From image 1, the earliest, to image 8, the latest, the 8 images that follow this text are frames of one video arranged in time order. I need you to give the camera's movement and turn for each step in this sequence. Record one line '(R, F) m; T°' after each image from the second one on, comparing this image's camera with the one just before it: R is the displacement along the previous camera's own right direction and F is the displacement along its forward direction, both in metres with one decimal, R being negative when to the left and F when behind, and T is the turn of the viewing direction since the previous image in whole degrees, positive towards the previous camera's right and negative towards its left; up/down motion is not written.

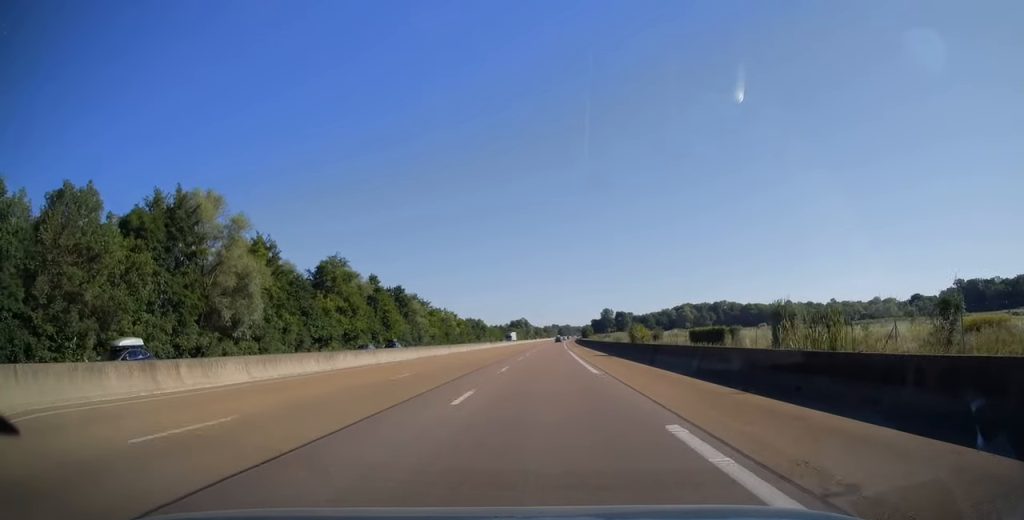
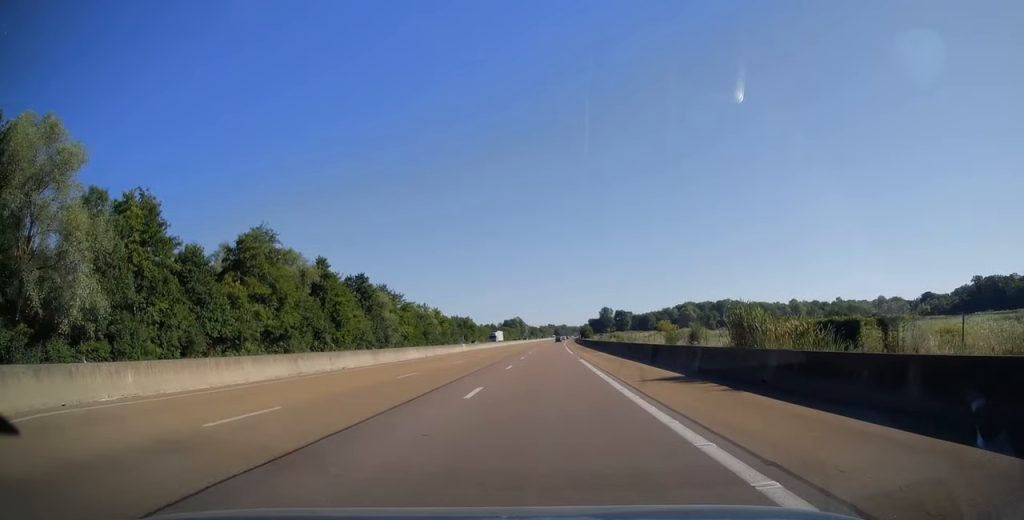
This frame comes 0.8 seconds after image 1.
(+0.1, +24.8) m; 0°
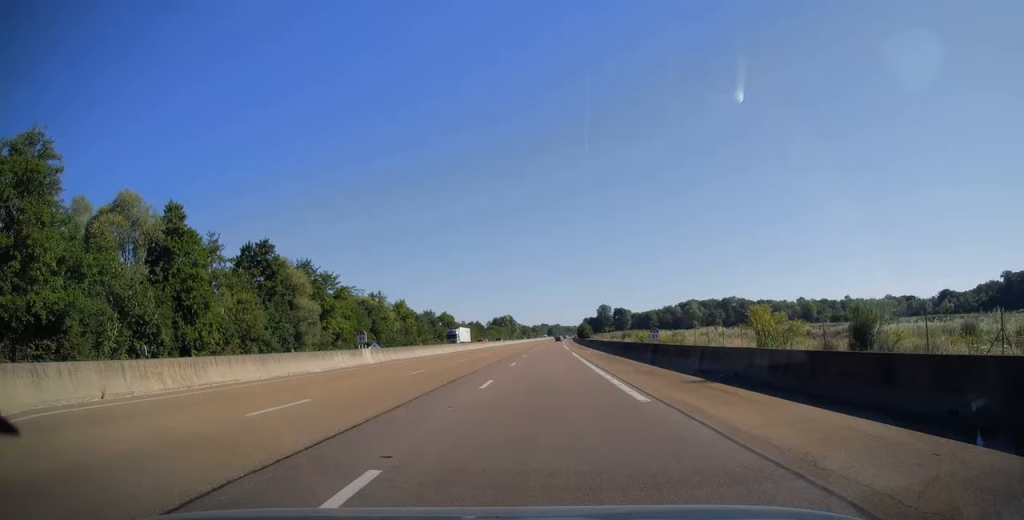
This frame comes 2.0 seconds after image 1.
(+0.3, +37.0) m; +1°
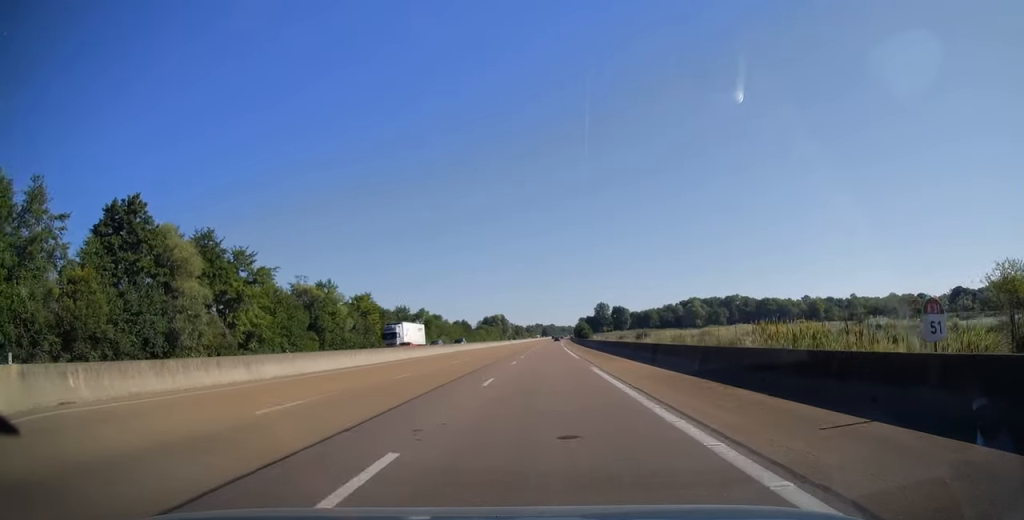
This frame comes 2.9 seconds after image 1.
(0.0, +25.4) m; 0°
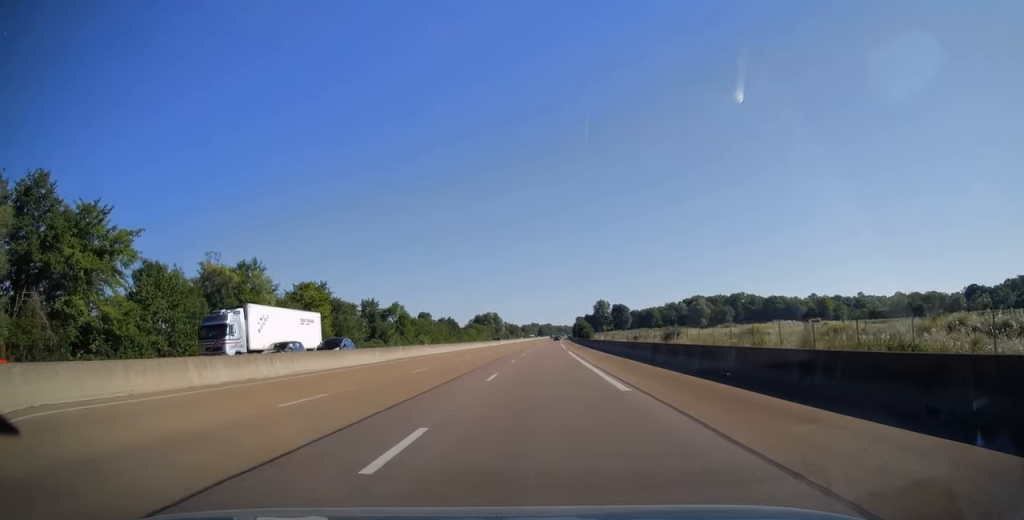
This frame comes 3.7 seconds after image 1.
(+0.1, +24.4) m; 0°
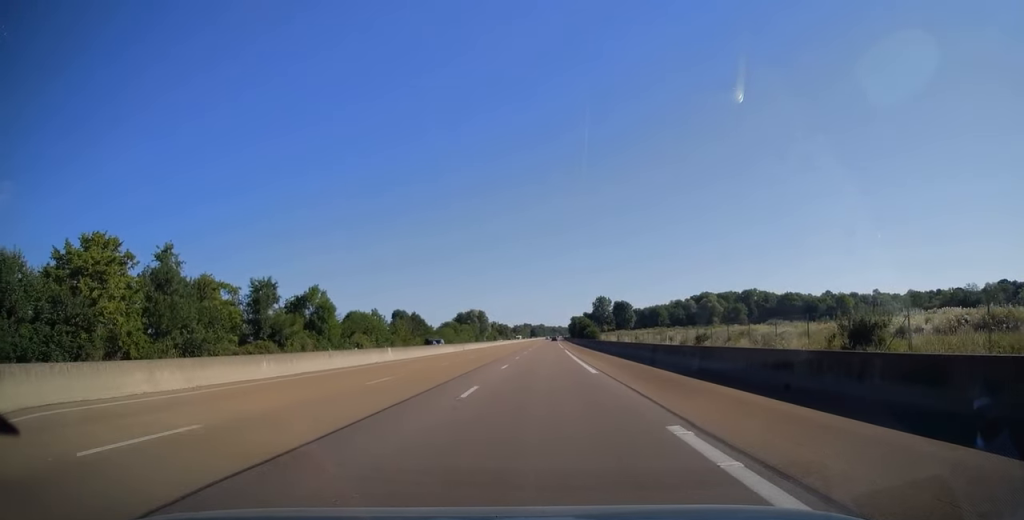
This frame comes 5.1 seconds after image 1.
(+0.3, +44.5) m; +1°
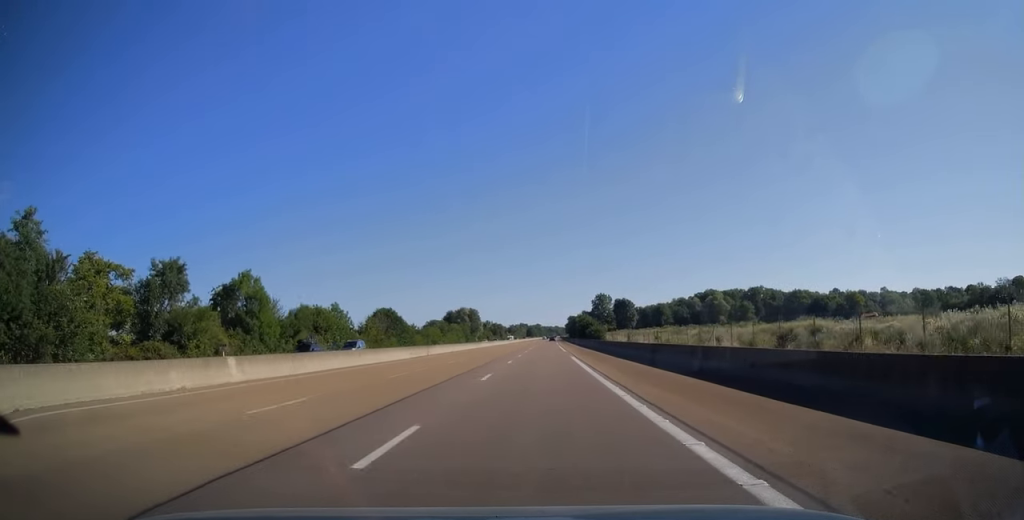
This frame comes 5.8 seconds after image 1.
(+0.1, +20.6) m; 0°
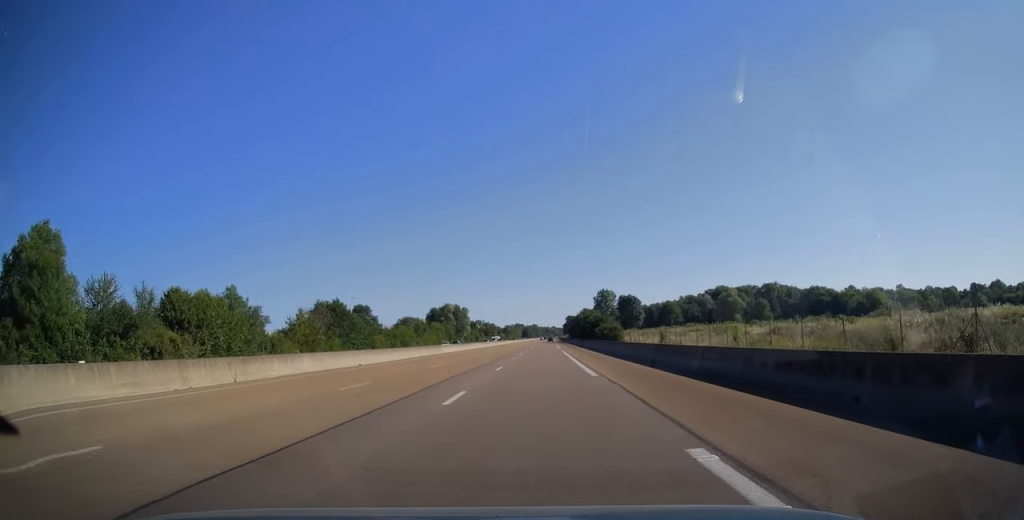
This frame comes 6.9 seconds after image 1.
(+0.1, +32.7) m; 0°
